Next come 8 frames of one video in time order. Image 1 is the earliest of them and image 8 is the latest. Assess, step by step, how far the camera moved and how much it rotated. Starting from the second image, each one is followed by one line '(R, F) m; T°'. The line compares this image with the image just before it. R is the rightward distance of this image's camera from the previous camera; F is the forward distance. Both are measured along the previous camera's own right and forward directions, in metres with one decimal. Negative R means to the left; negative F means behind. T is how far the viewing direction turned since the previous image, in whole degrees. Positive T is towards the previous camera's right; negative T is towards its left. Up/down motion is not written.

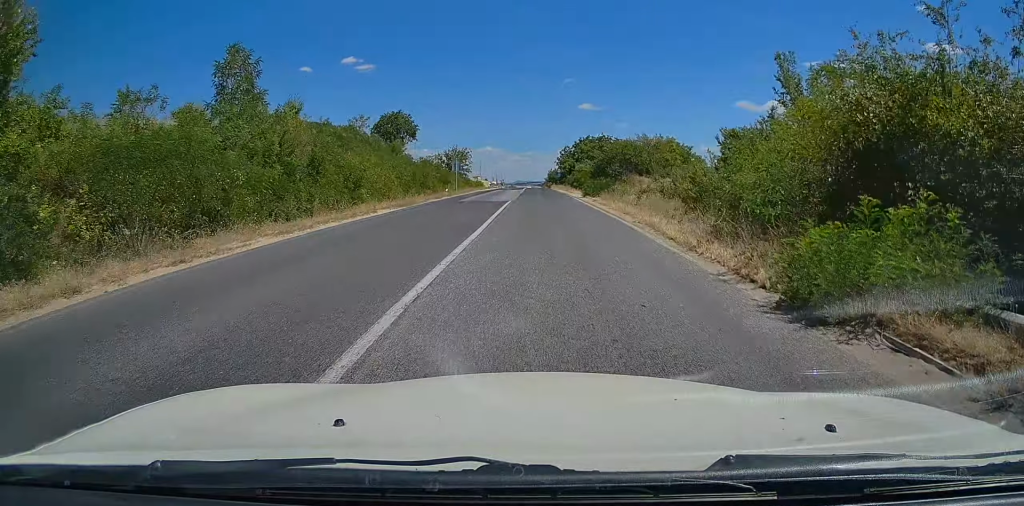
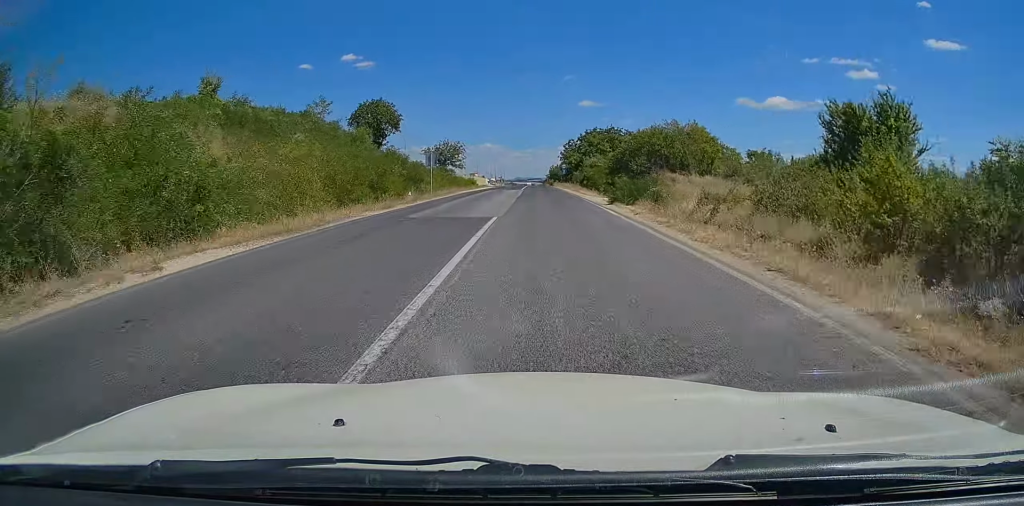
(+0.1, +13.5) m; 0°
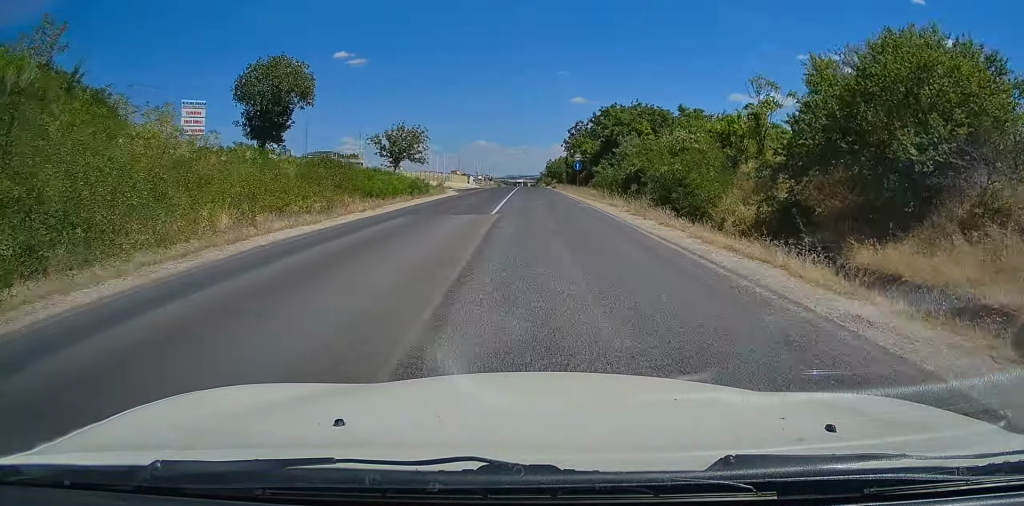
(-0.1, +34.7) m; 0°
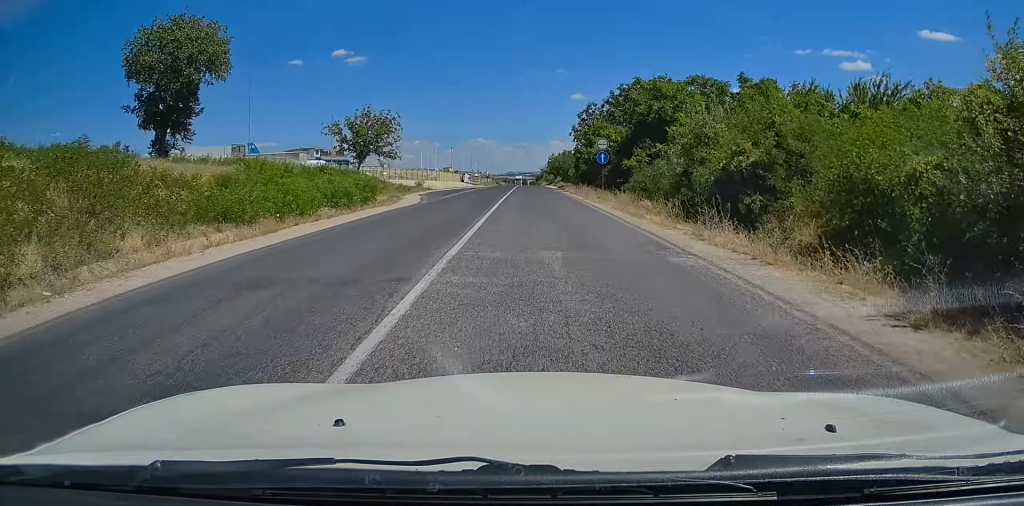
(+0.5, +17.4) m; 0°
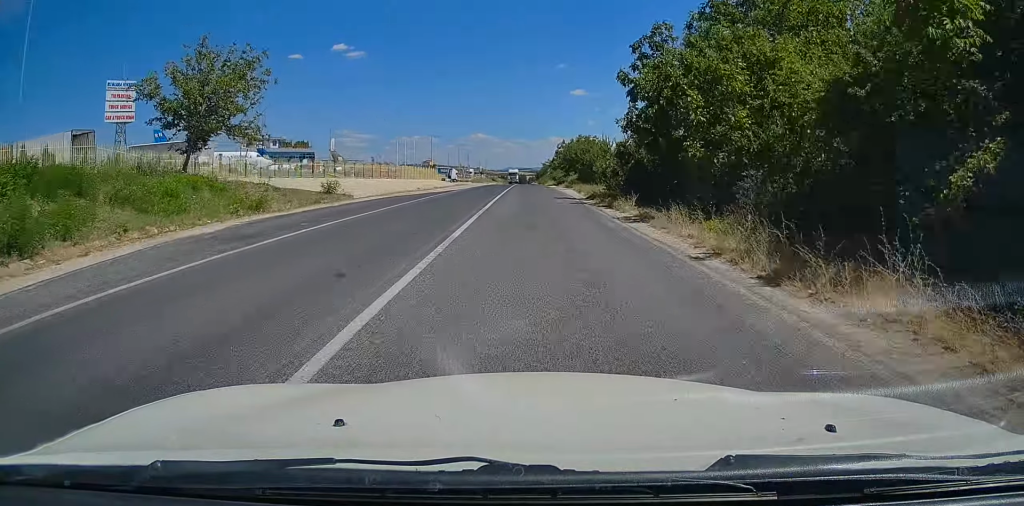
(-0.1, +34.2) m; +1°
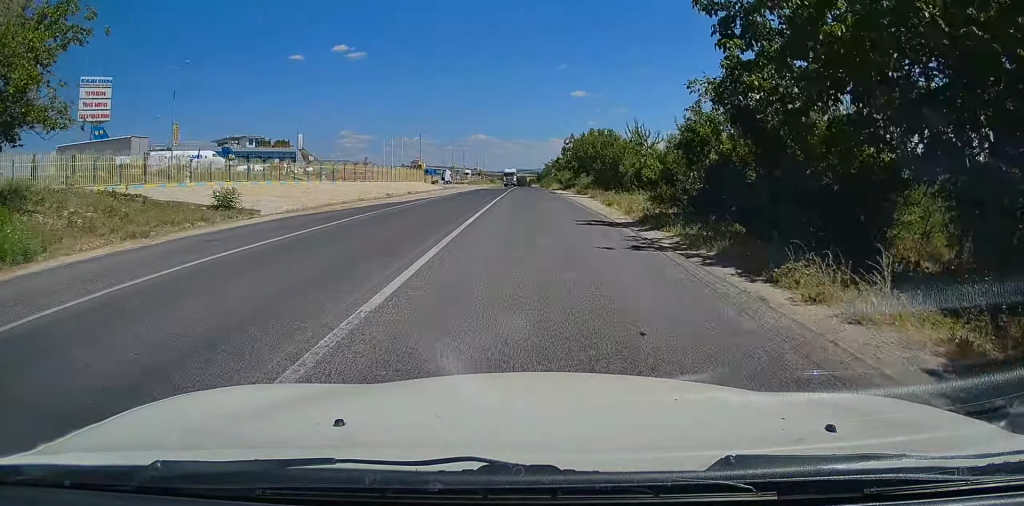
(+0.1, +15.3) m; 0°
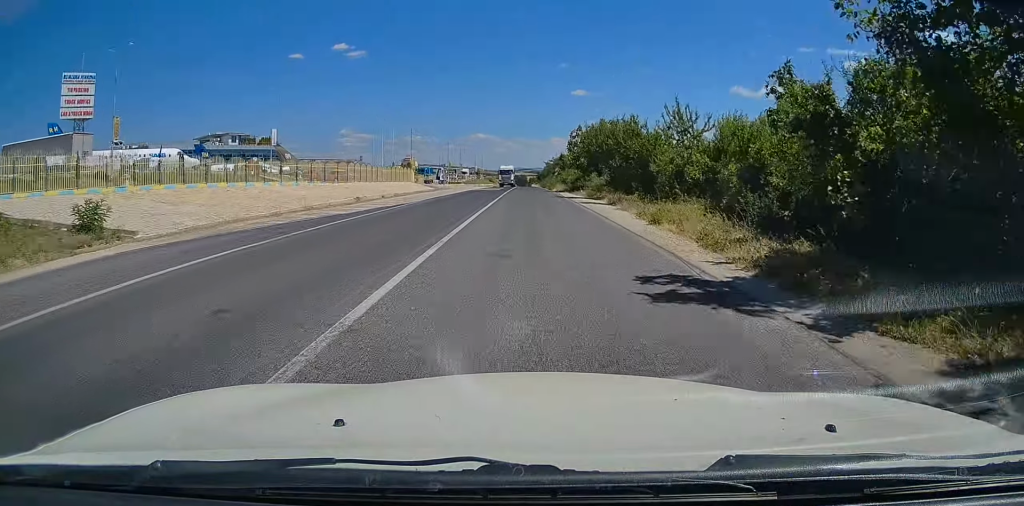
(0.0, +9.7) m; -1°
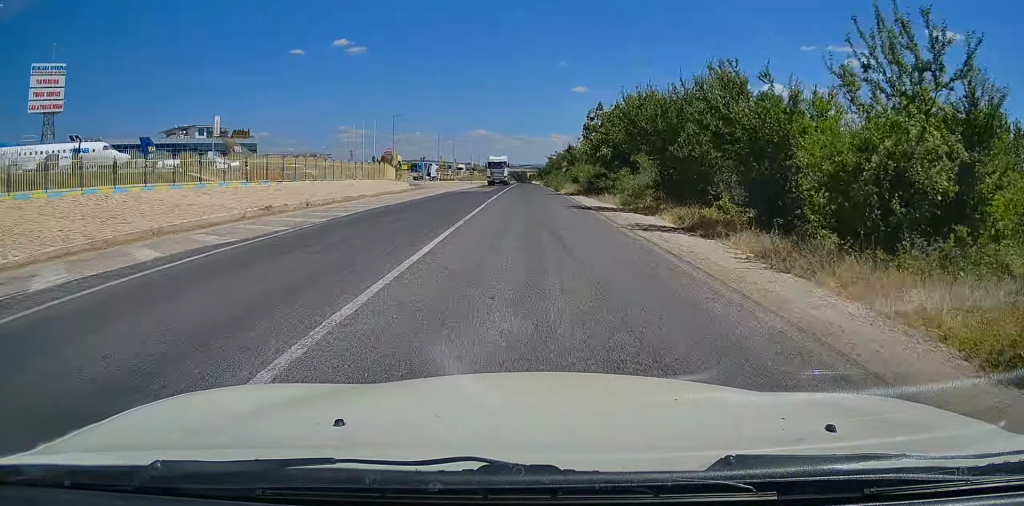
(-0.2, +15.8) m; 0°
